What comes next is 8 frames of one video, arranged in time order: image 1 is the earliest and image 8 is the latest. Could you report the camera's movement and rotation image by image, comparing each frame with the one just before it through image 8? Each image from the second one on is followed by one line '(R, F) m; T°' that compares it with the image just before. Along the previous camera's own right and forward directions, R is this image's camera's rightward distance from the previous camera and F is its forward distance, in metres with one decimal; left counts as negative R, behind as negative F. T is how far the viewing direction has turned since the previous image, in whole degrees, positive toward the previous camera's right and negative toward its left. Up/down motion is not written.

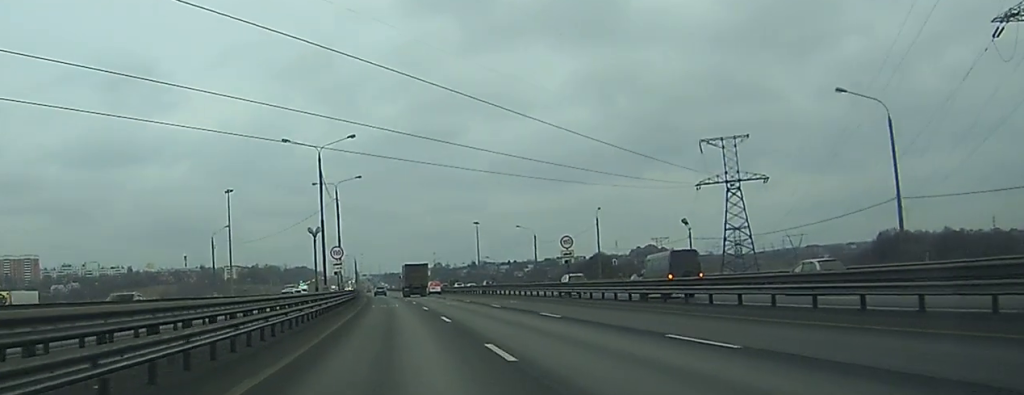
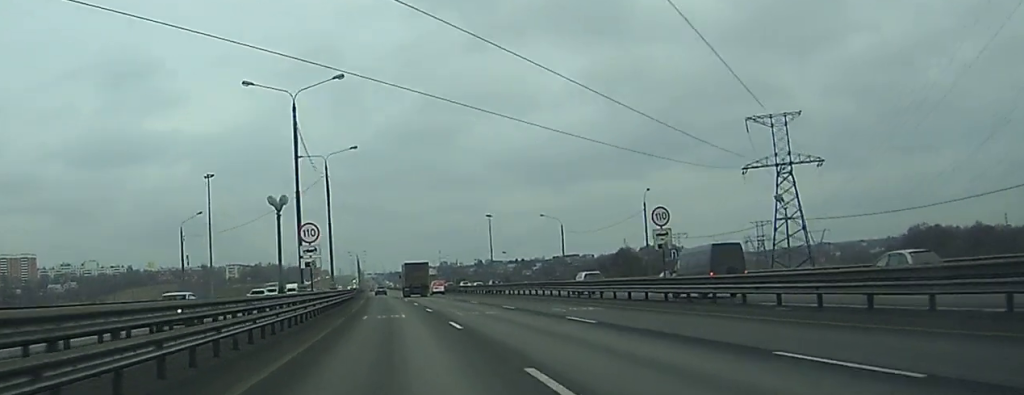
(-0.2, +21.3) m; -1°
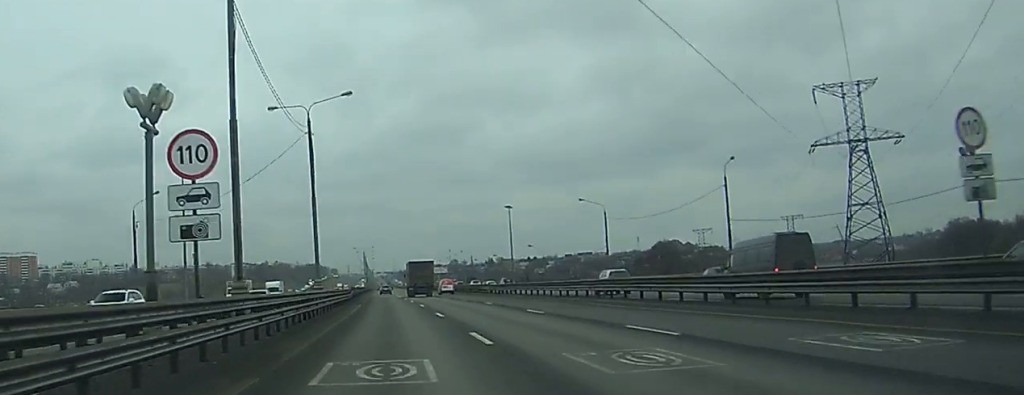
(-0.2, +23.4) m; -1°
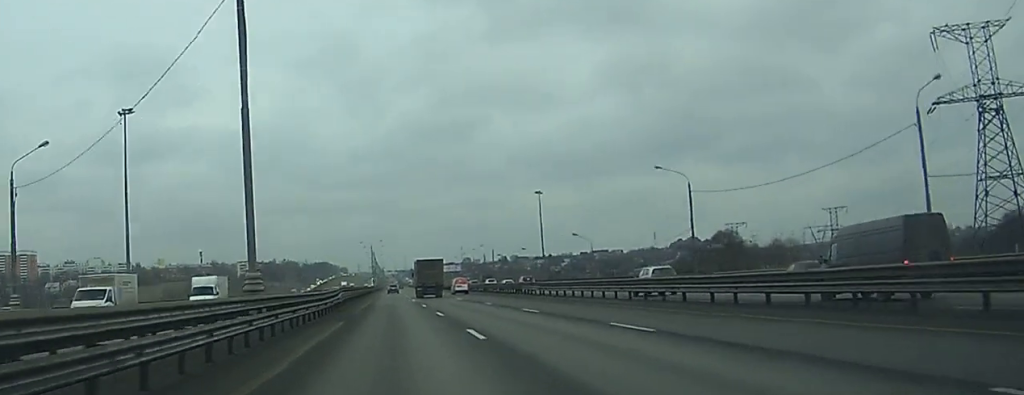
(-0.1, +30.7) m; 0°
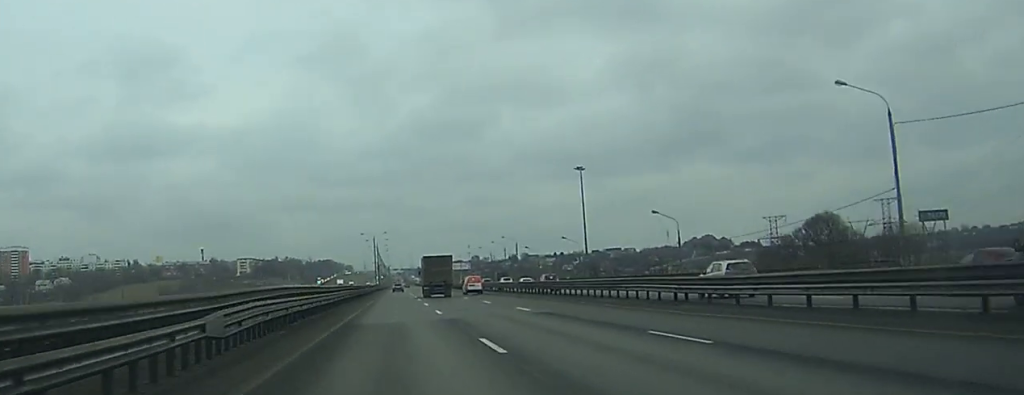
(-0.3, +36.0) m; -1°
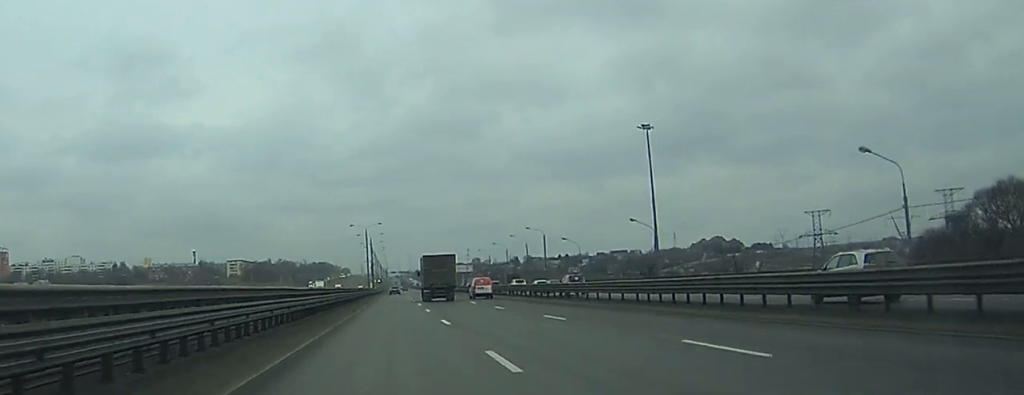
(-0.1, +41.3) m; 0°
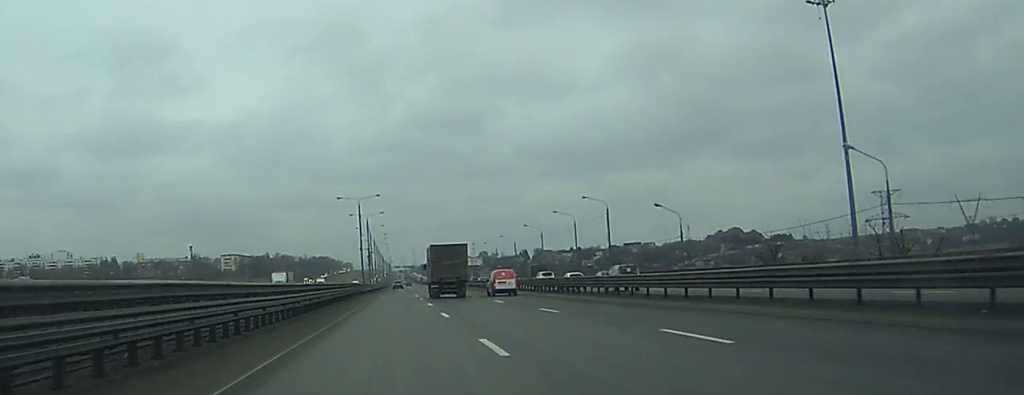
(-0.2, +46.2) m; 0°
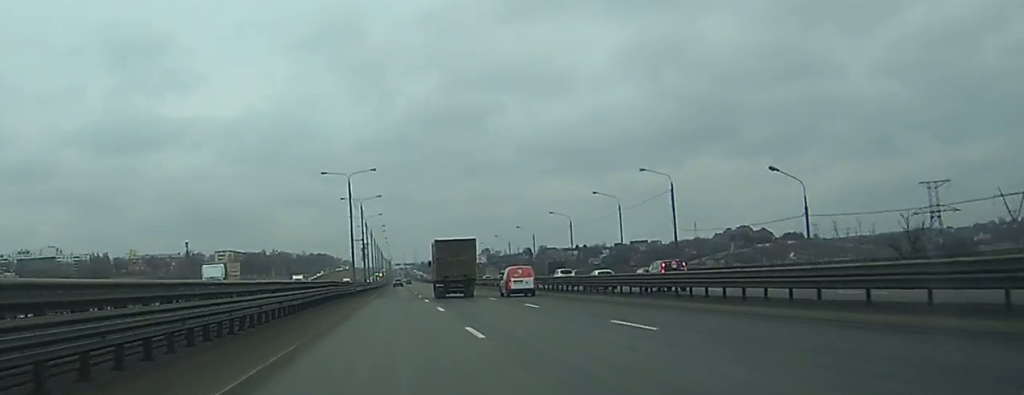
(0.0, +27.5) m; 0°
